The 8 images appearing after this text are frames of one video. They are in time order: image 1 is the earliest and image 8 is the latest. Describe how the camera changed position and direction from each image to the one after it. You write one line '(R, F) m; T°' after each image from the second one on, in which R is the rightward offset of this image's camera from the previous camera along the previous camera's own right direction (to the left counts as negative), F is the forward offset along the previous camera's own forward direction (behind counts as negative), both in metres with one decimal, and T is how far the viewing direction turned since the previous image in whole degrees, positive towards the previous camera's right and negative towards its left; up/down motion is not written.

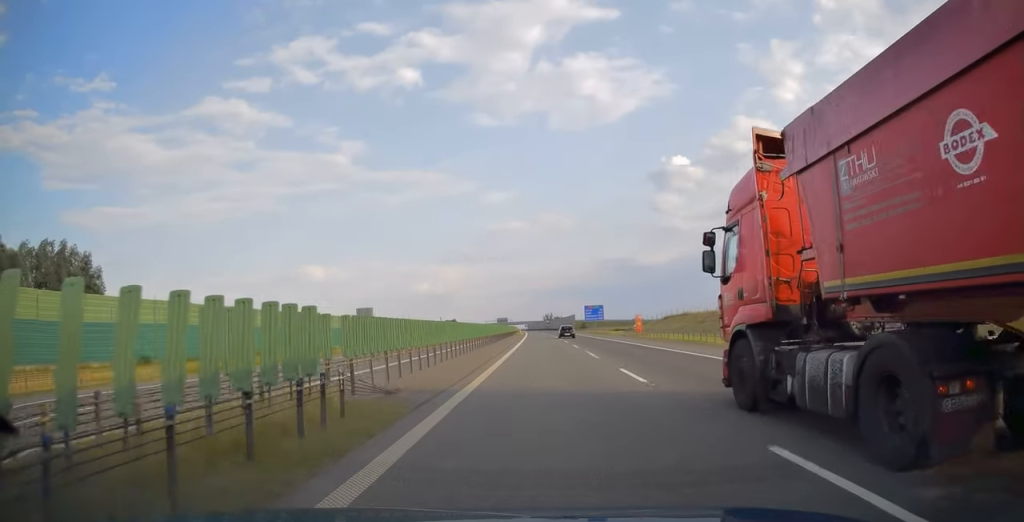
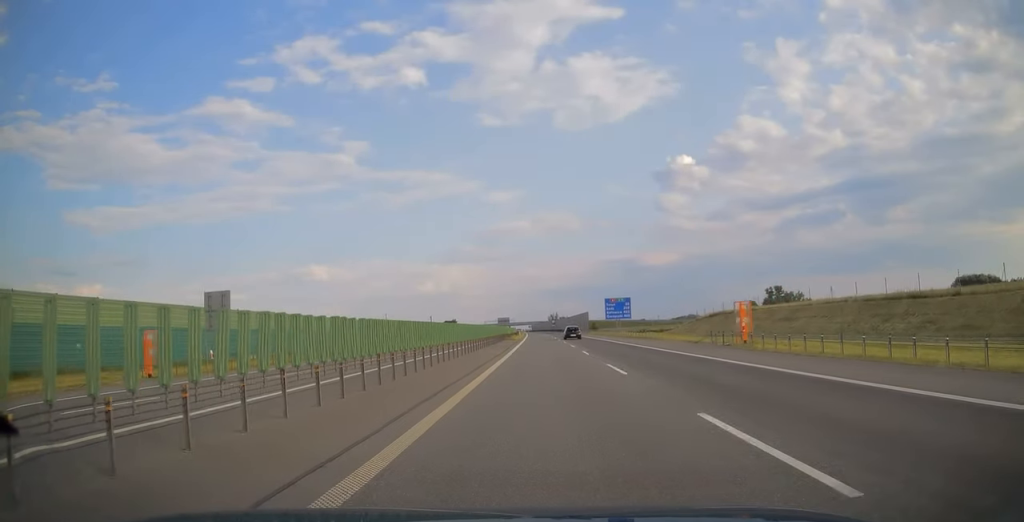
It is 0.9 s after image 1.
(0.0, +33.6) m; 0°
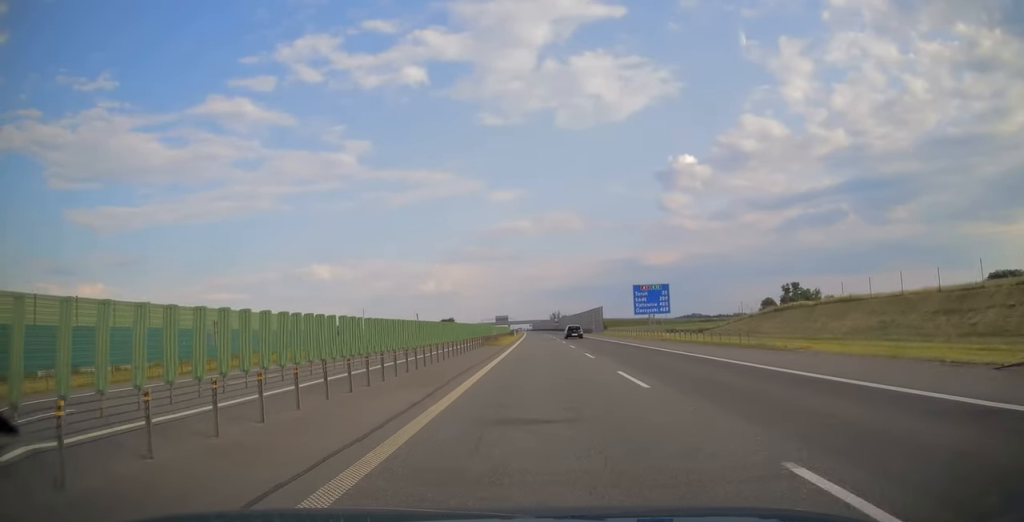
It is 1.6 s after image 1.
(0.0, +27.7) m; 0°
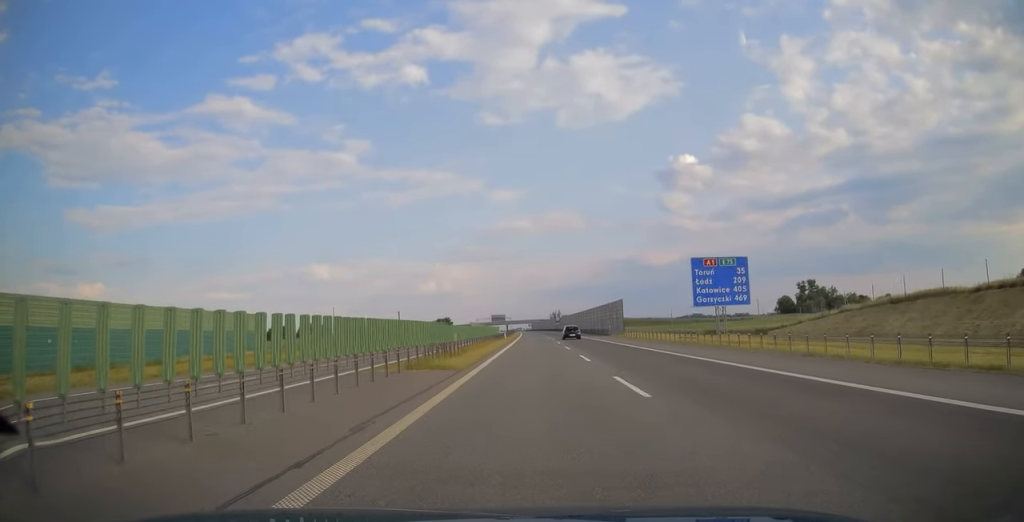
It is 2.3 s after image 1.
(0.0, +25.7) m; 0°
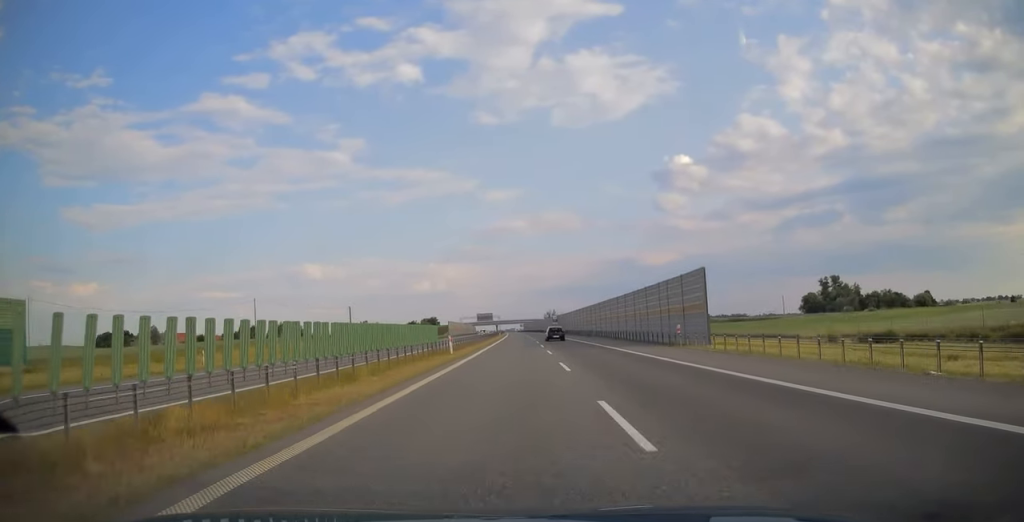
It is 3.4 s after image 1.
(-0.1, +40.7) m; 0°
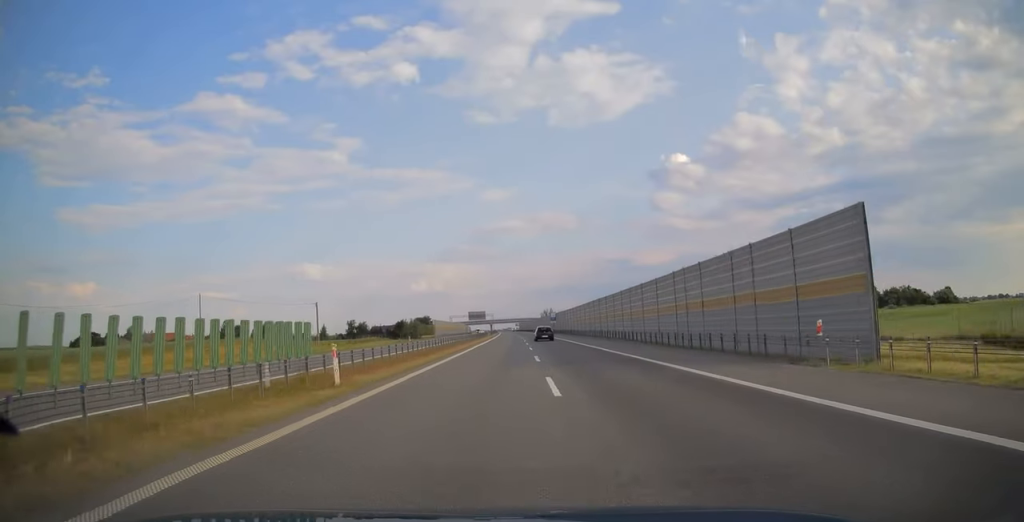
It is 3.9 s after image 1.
(+0.1, +18.8) m; 0°
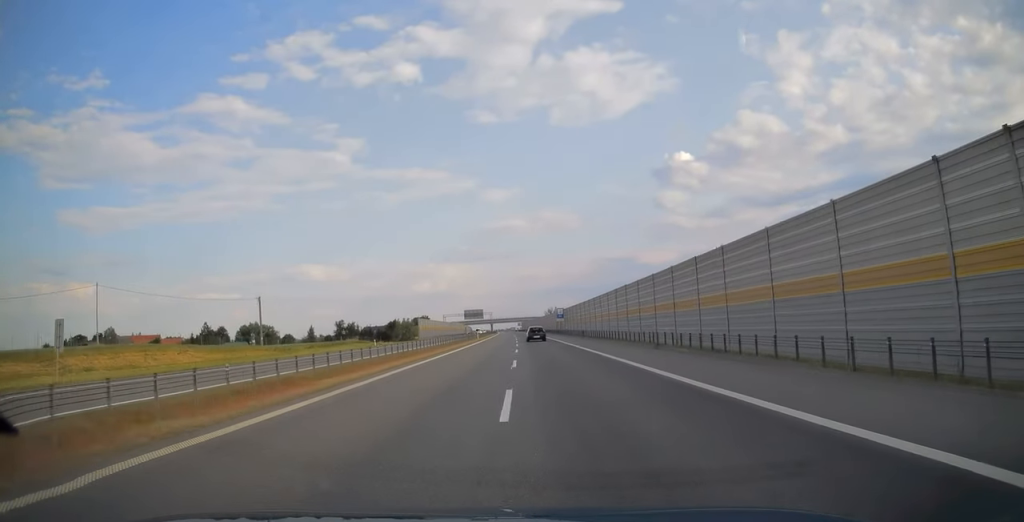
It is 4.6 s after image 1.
(+0.1, +26.9) m; 0°
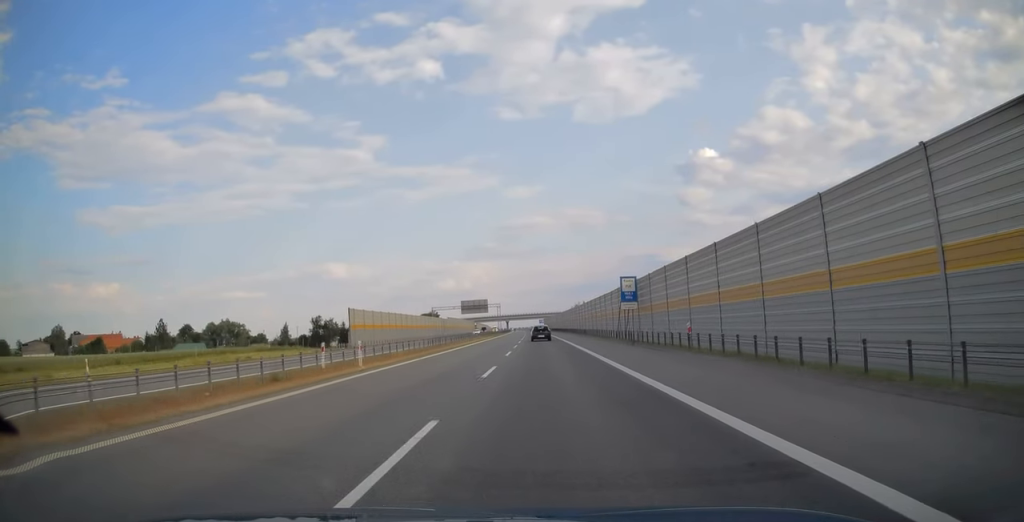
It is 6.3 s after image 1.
(-0.5, +64.6) m; -1°
